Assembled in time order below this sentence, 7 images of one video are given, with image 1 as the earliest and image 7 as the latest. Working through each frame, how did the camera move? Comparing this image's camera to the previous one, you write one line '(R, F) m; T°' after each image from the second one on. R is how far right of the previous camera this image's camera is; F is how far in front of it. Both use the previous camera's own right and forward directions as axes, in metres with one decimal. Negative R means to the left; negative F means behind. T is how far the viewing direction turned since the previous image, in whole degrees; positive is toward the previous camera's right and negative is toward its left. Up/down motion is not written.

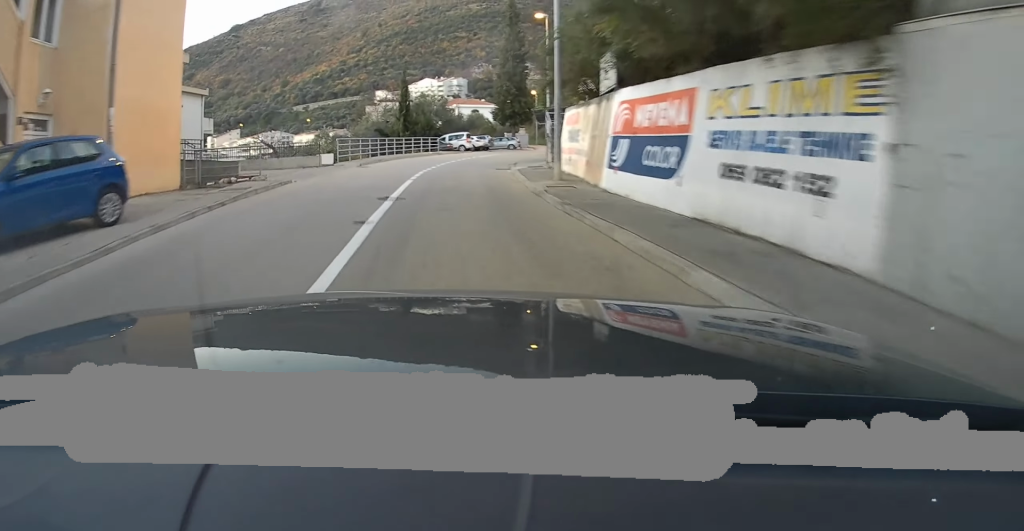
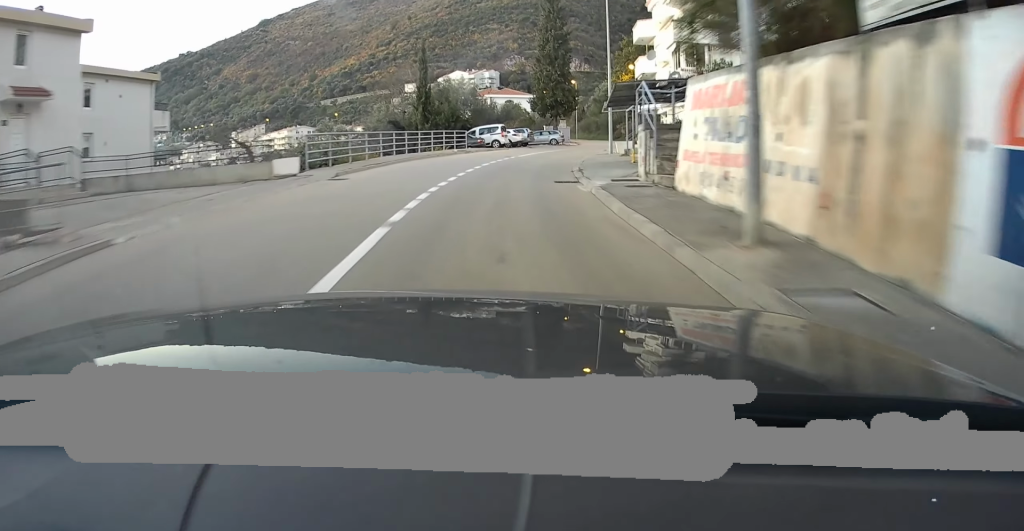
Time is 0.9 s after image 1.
(-0.9, +11.0) m; -3°
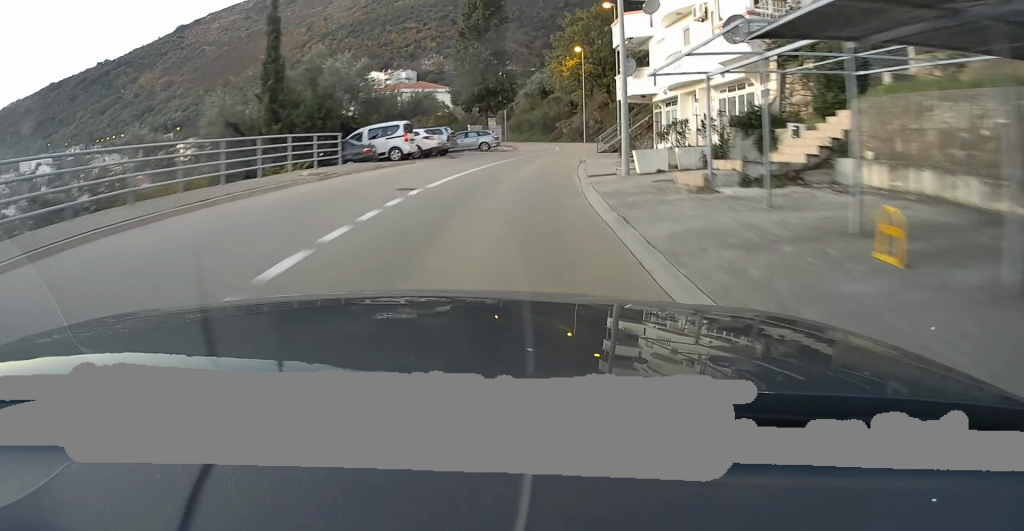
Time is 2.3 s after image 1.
(+0.5, +18.8) m; +5°
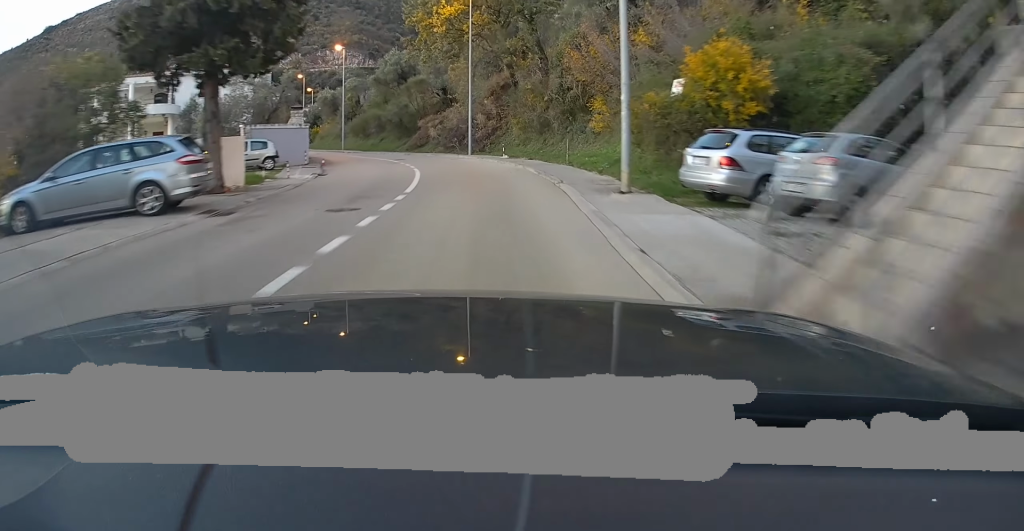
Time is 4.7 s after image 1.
(+3.4, +32.5) m; +10°
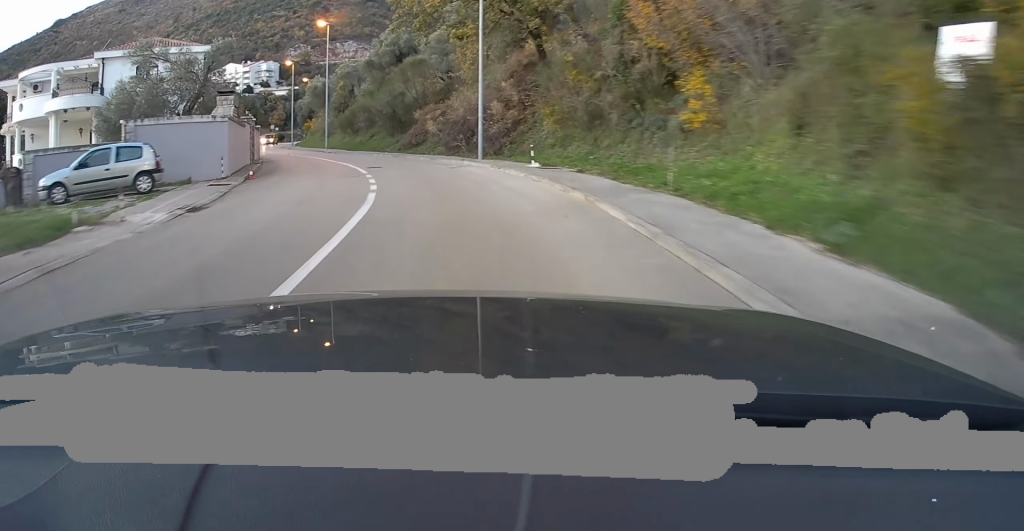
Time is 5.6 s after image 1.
(+0.2, +12.2) m; 0°
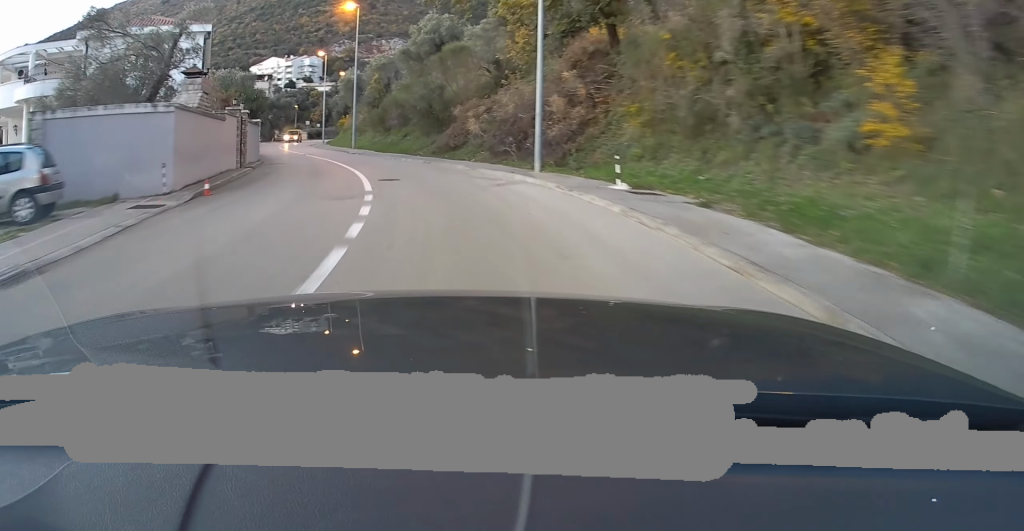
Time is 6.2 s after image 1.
(0.0, +6.9) m; -1°
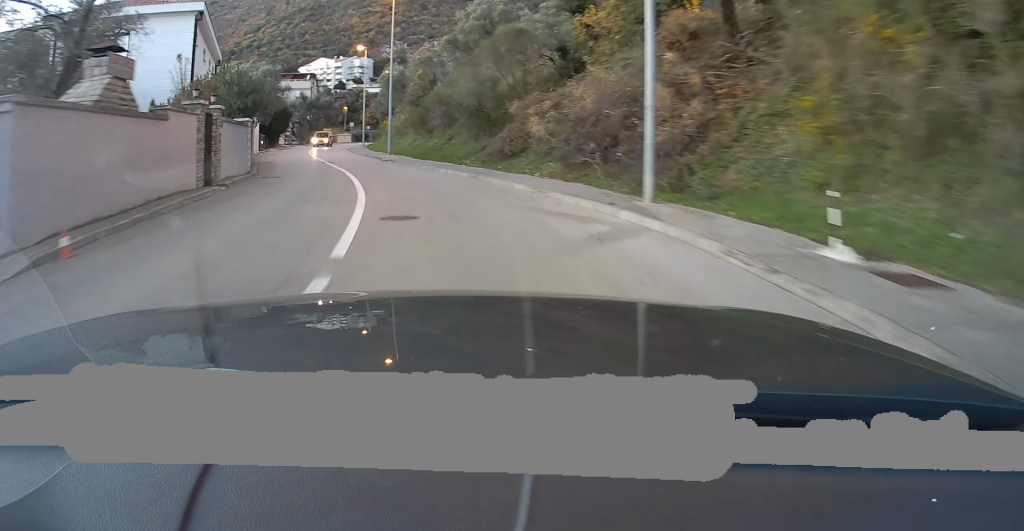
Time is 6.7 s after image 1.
(-0.1, +7.3) m; -2°
